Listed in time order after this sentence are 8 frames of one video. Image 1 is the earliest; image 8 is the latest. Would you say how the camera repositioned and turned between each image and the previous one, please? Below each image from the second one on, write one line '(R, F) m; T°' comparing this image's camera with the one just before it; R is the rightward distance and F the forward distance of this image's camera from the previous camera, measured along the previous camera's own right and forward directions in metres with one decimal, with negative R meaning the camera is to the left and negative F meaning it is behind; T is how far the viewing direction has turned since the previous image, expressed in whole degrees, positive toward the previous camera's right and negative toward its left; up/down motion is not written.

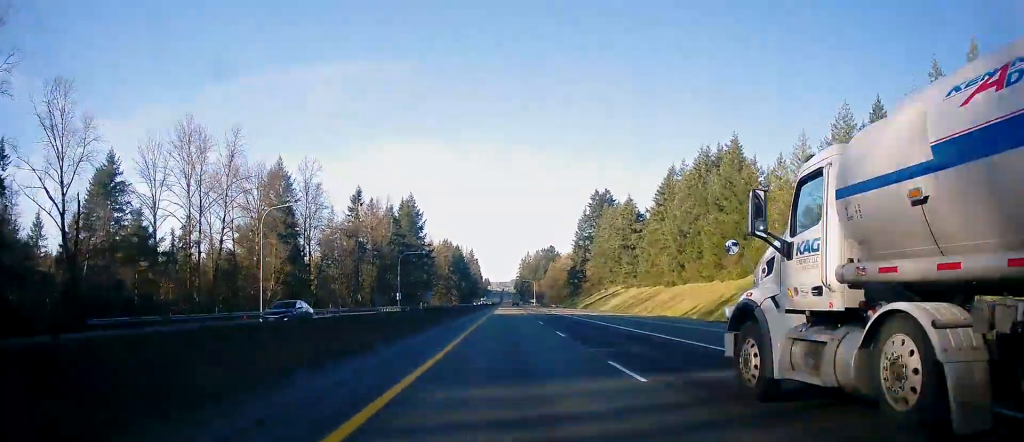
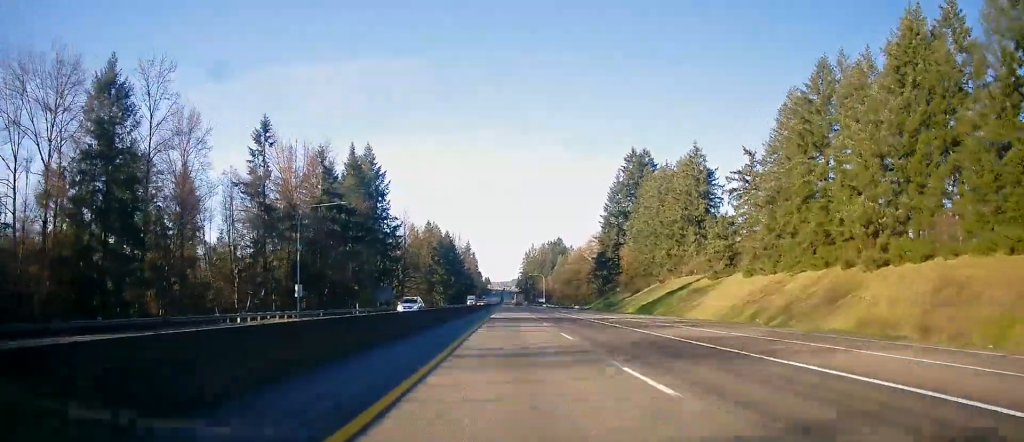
(-0.5, +62.1) m; -1°
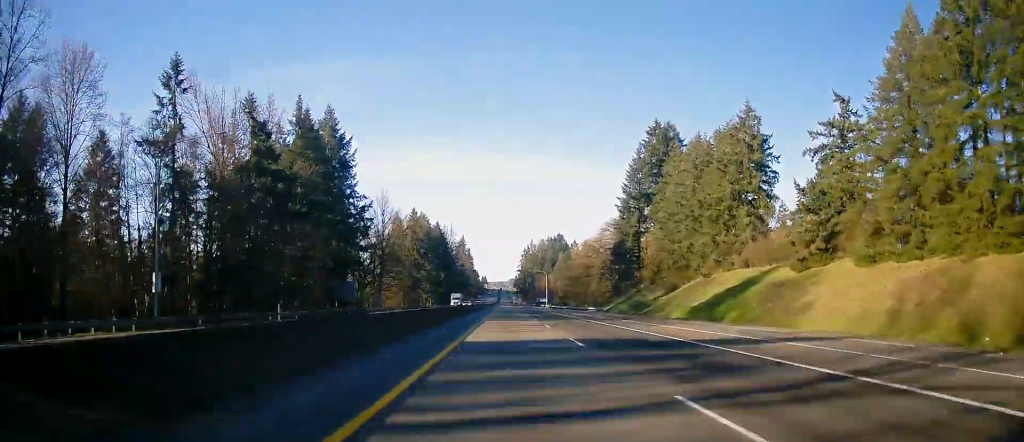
(+0.2, +27.7) m; 0°
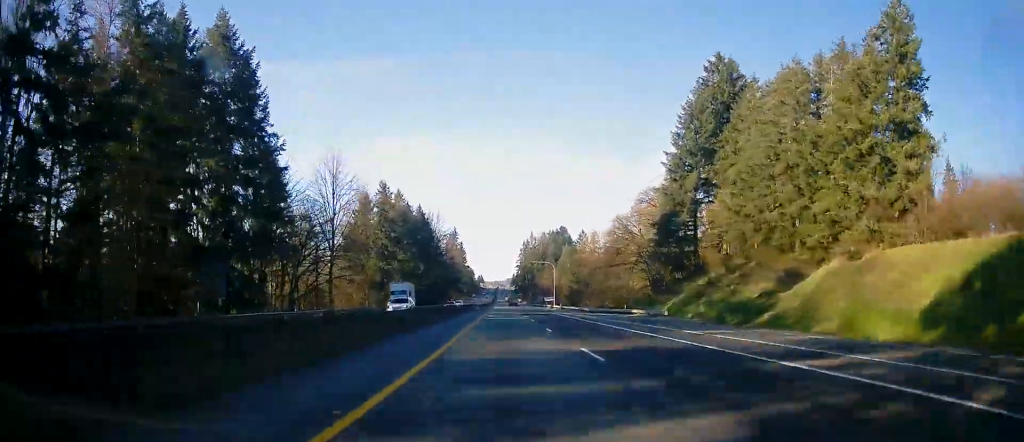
(+0.1, +40.9) m; 0°
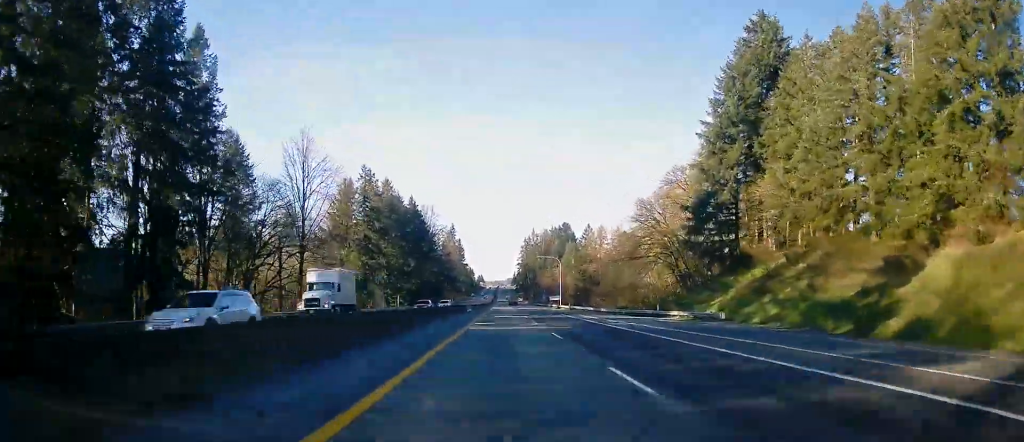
(-0.1, +16.6) m; 0°
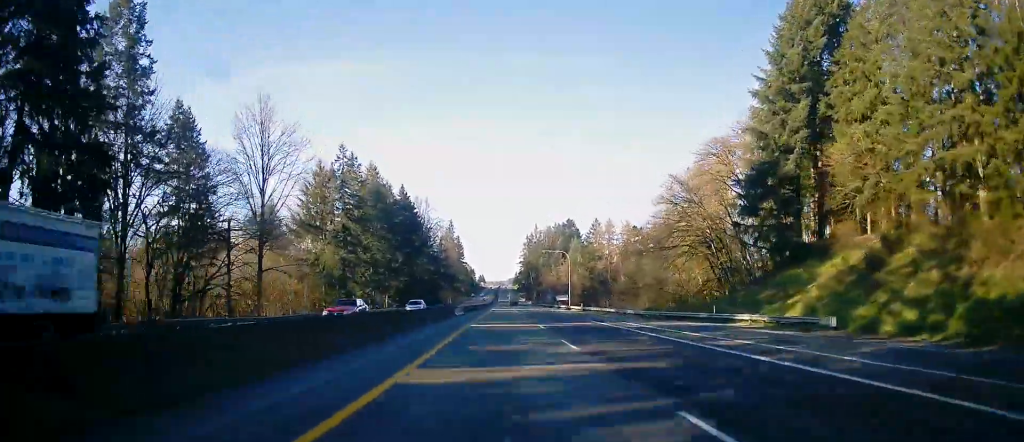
(-0.1, +16.6) m; 0°
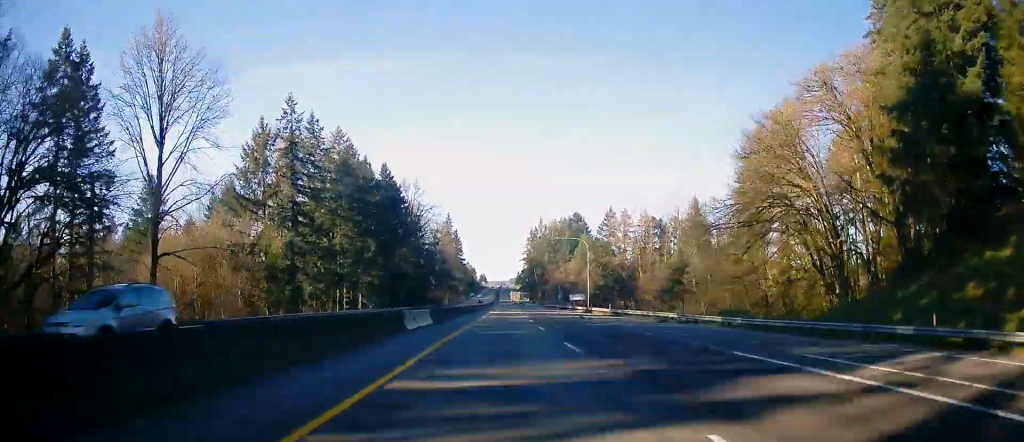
(+0.2, +25.5) m; 0°
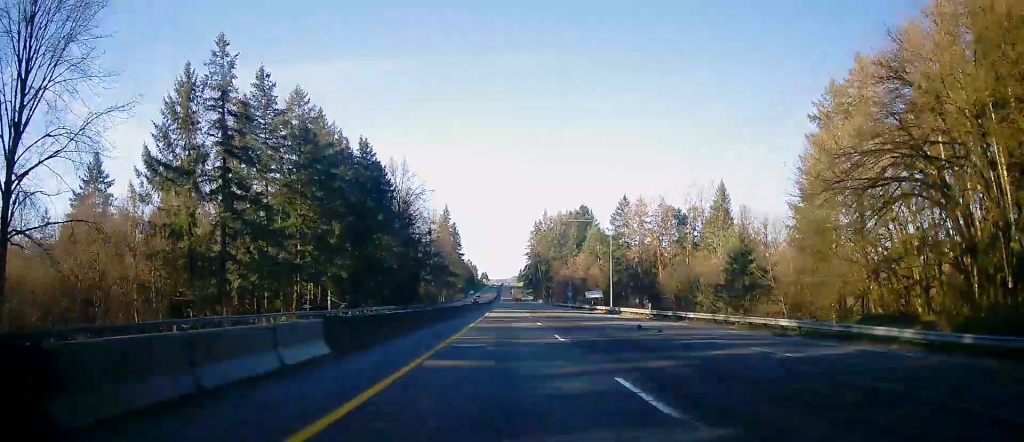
(+0.1, +19.9) m; 0°
